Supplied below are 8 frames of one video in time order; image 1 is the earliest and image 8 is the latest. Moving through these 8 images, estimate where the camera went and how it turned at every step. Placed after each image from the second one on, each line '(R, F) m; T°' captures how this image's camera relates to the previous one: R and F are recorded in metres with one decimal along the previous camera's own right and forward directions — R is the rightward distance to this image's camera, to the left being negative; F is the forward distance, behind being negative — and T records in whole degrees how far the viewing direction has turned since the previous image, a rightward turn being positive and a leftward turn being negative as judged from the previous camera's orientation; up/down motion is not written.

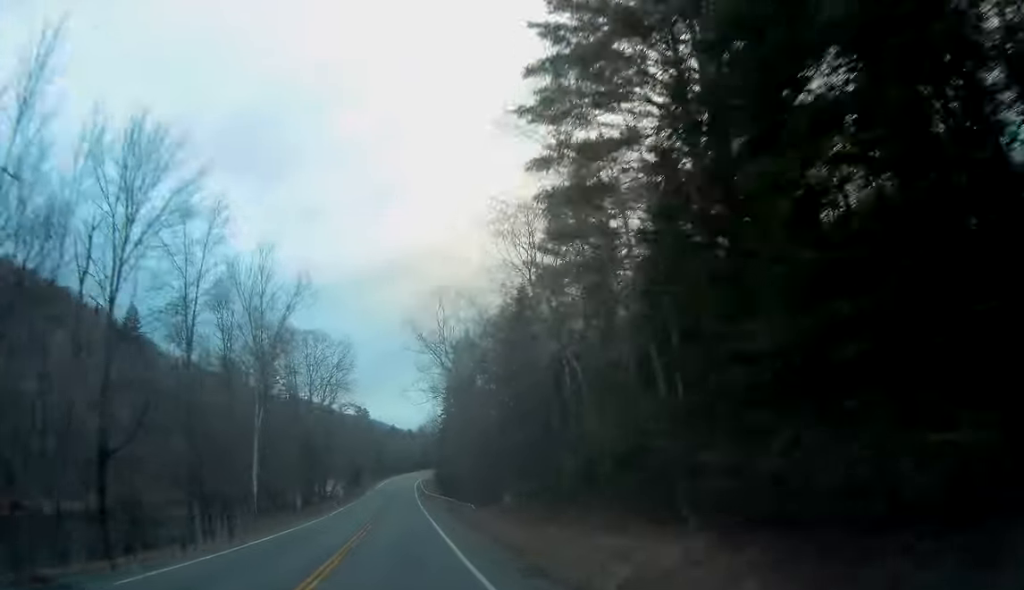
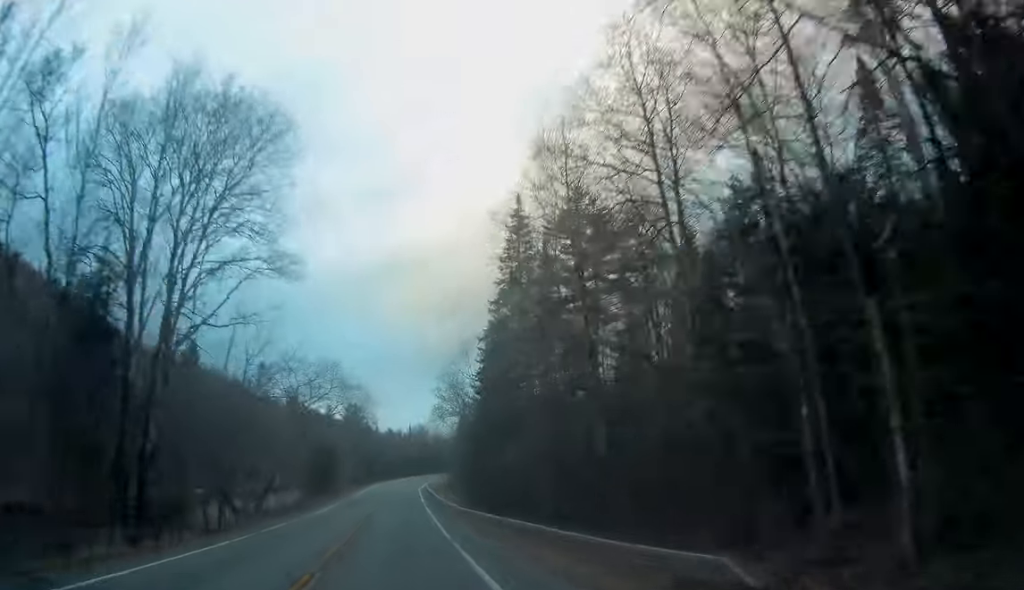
(+0.1, +51.2) m; 0°
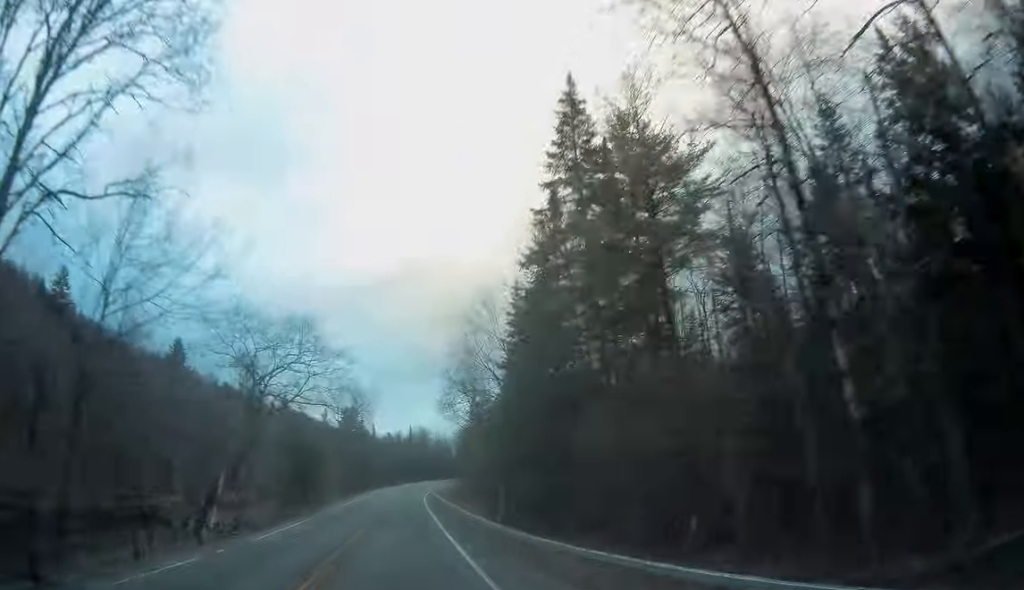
(0.0, +15.7) m; 0°
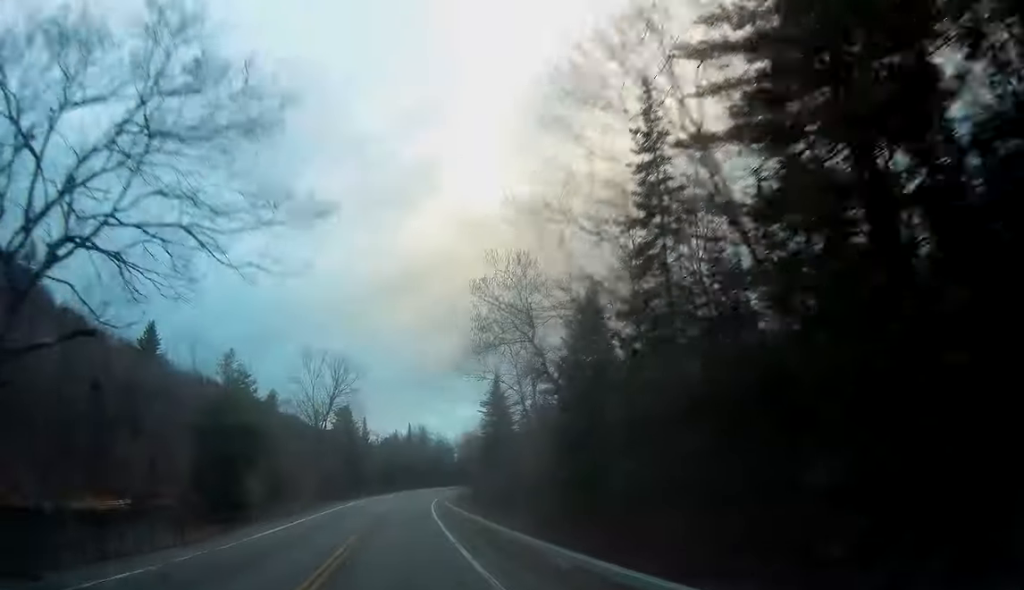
(-0.2, +25.5) m; 0°
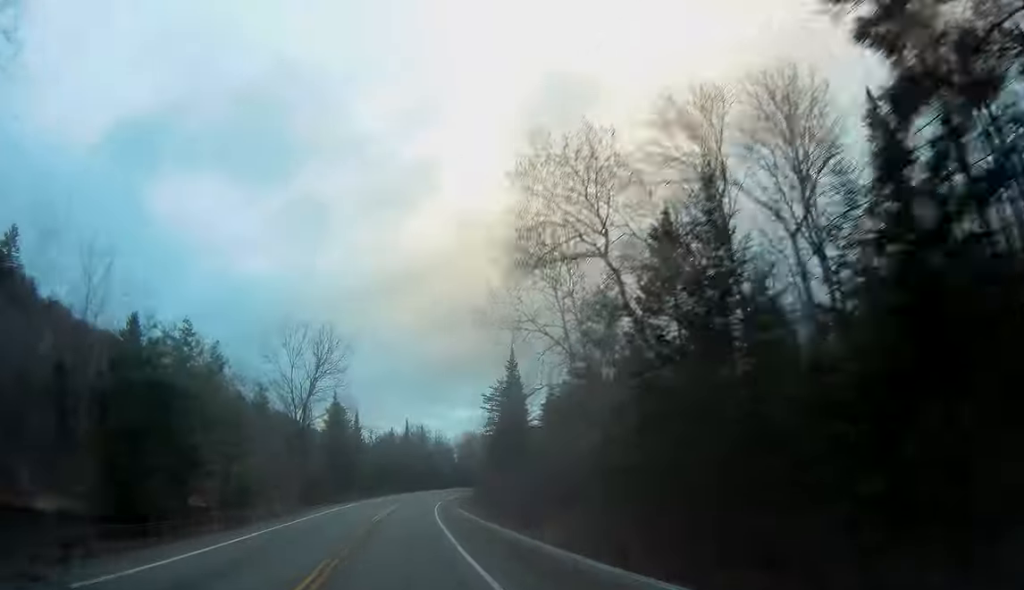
(+0.1, +12.4) m; +1°
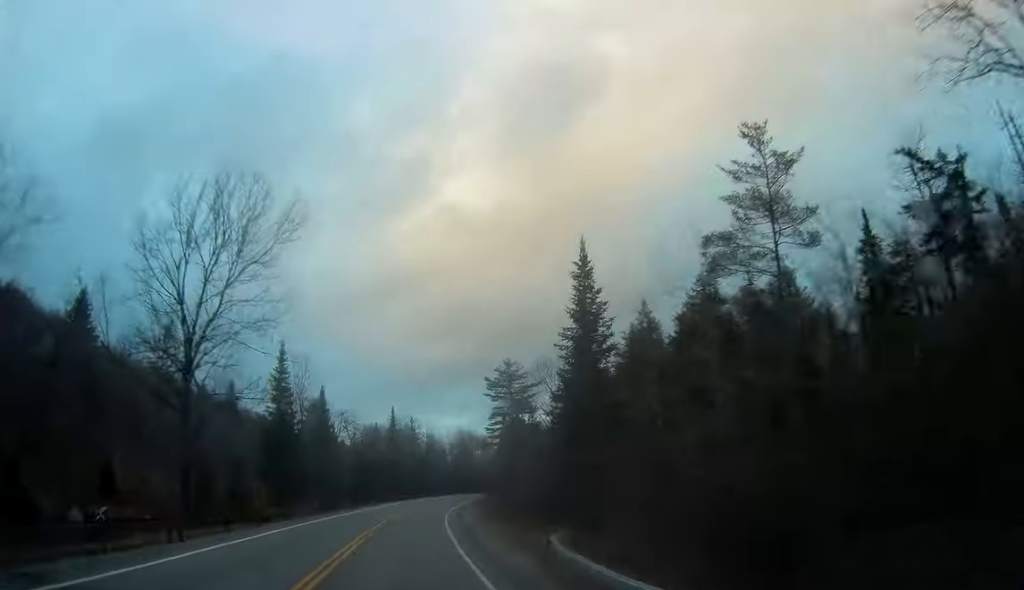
(+0.5, +28.4) m; +2°
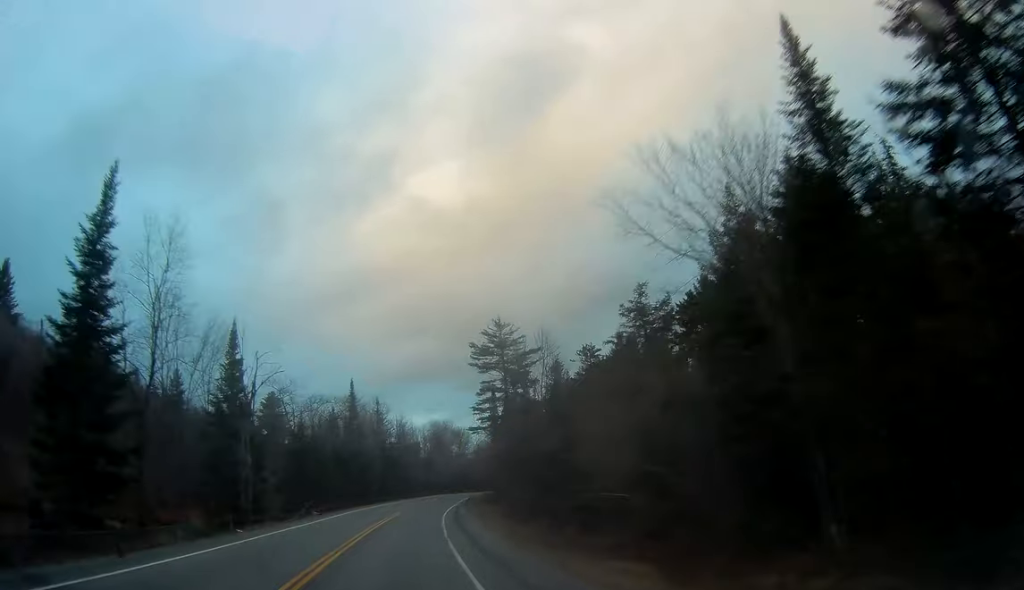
(+0.5, +27.6) m; +2°
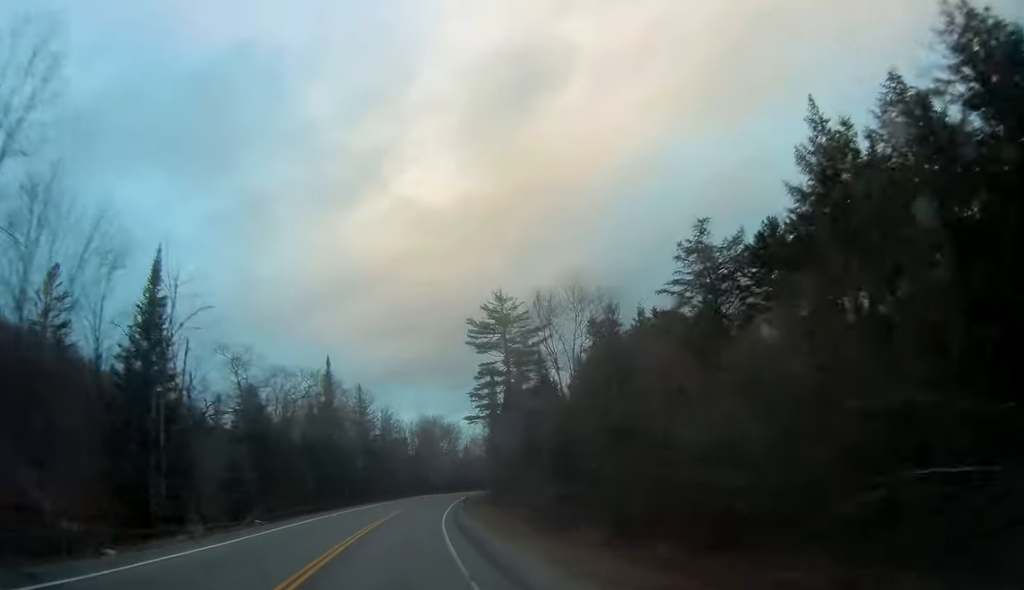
(0.0, +13.4) m; +1°
